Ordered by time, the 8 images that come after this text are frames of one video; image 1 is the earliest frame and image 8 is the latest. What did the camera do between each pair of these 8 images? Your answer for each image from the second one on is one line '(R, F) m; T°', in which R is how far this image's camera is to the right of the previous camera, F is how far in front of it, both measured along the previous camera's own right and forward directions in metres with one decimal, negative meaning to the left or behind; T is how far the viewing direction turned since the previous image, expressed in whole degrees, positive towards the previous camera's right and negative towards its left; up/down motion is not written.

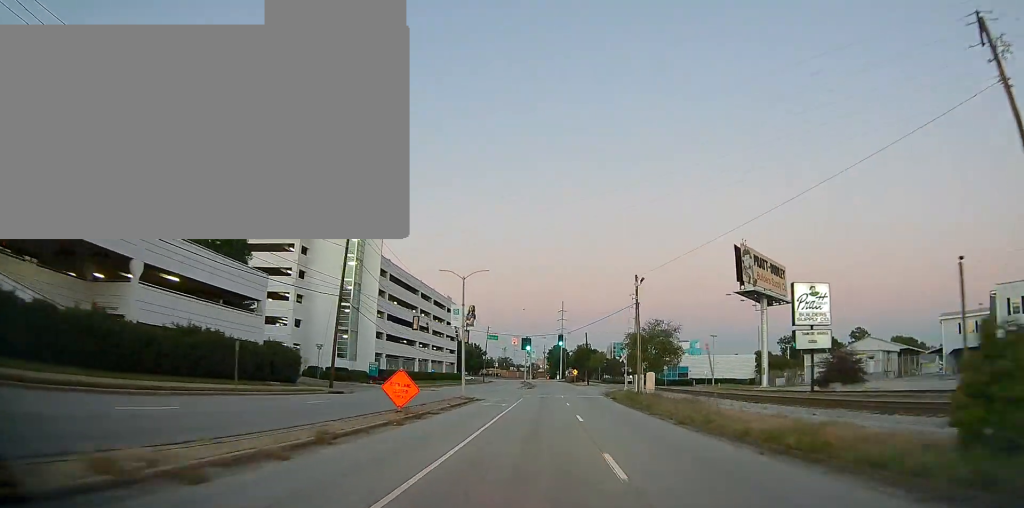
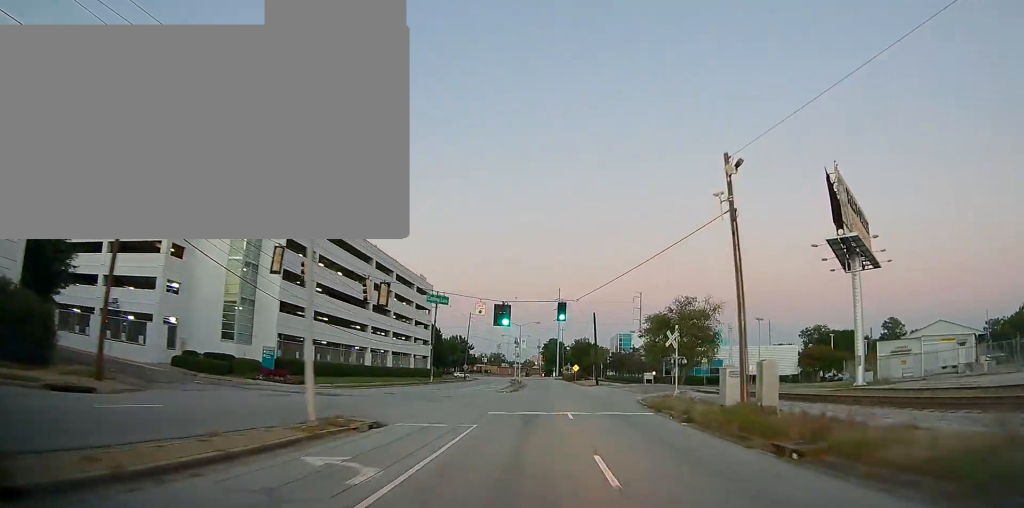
(0.0, +25.7) m; 0°
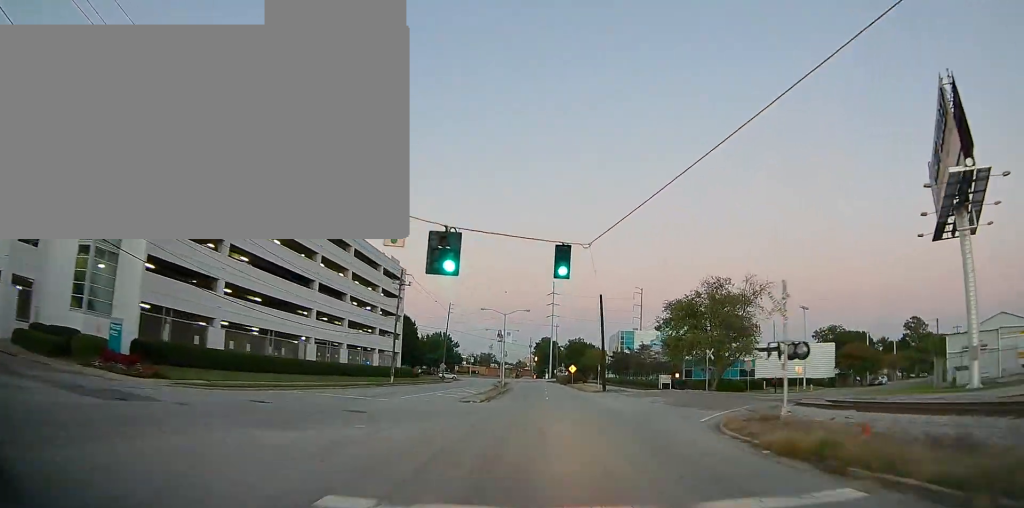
(+0.1, +17.2) m; +1°
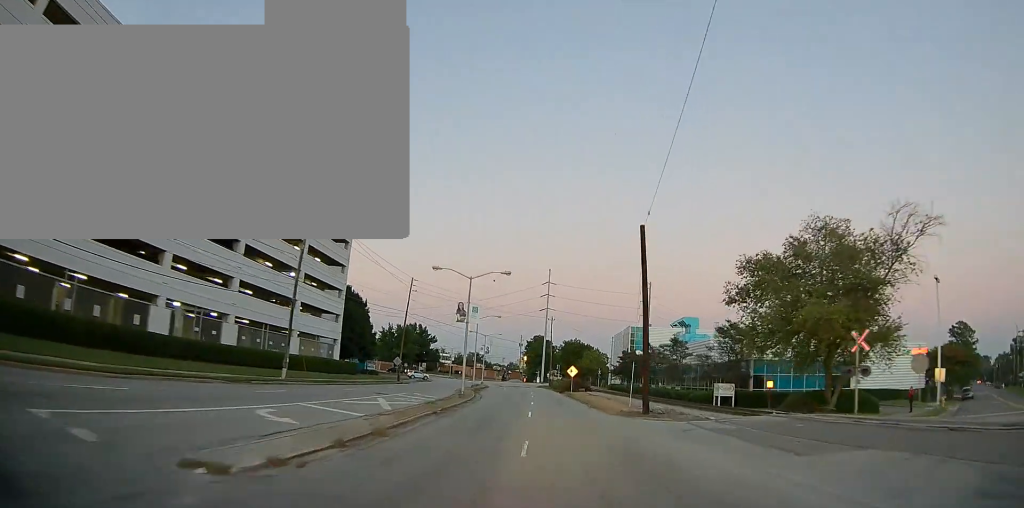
(+0.3, +26.3) m; +1°
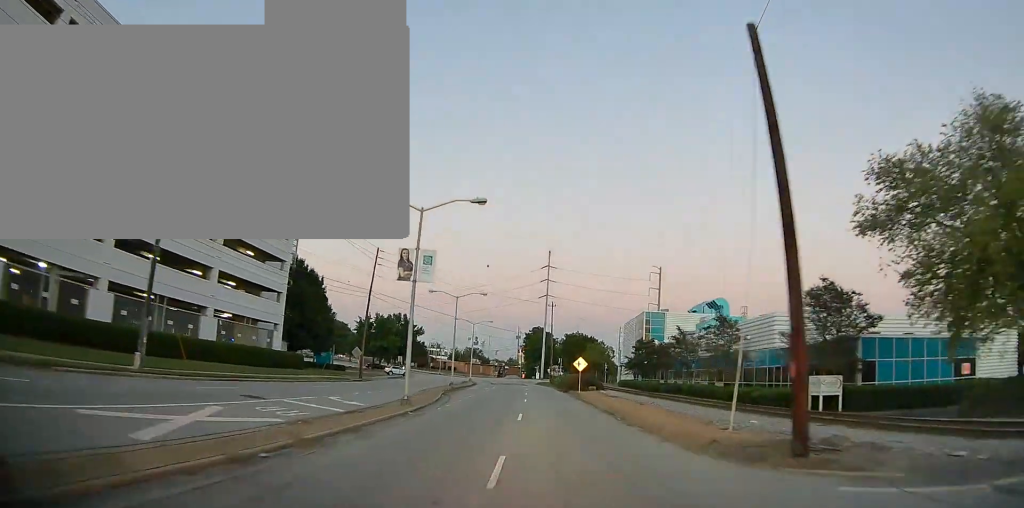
(+0.1, +15.8) m; 0°
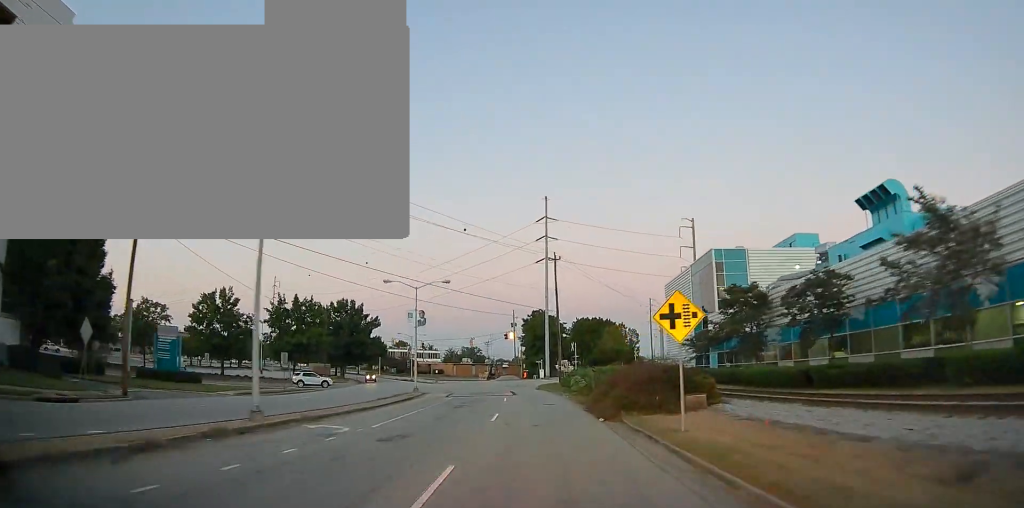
(-0.1, +38.3) m; -1°
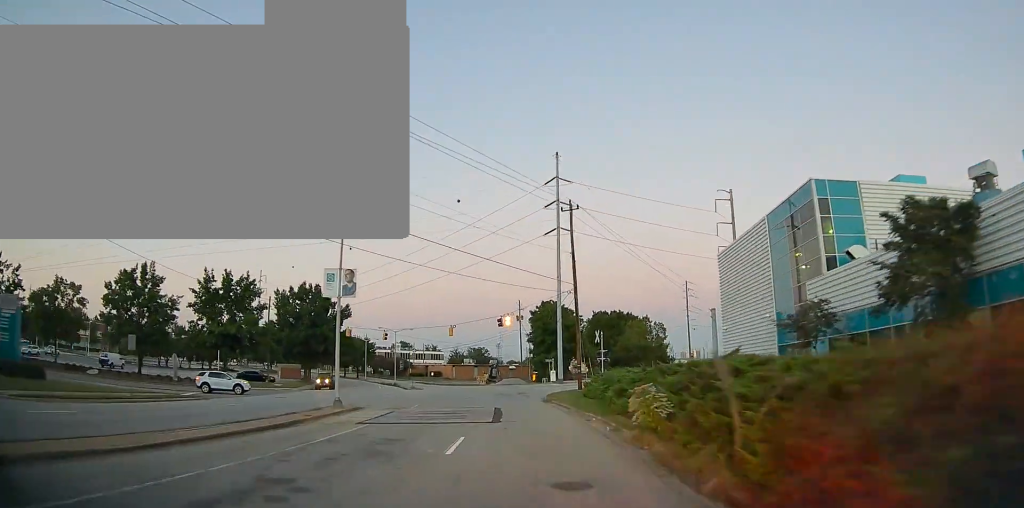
(-0.2, +20.3) m; -2°
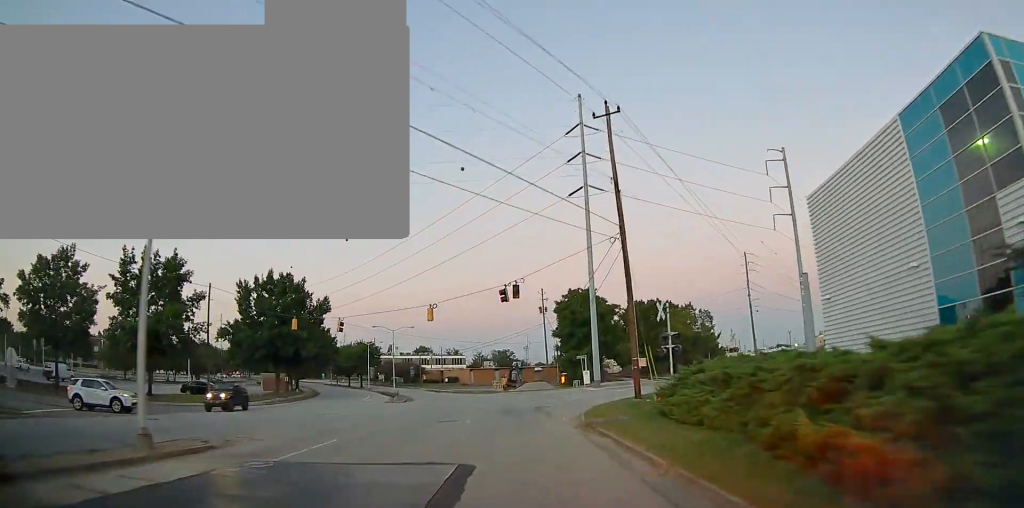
(-0.3, +16.6) m; -3°
